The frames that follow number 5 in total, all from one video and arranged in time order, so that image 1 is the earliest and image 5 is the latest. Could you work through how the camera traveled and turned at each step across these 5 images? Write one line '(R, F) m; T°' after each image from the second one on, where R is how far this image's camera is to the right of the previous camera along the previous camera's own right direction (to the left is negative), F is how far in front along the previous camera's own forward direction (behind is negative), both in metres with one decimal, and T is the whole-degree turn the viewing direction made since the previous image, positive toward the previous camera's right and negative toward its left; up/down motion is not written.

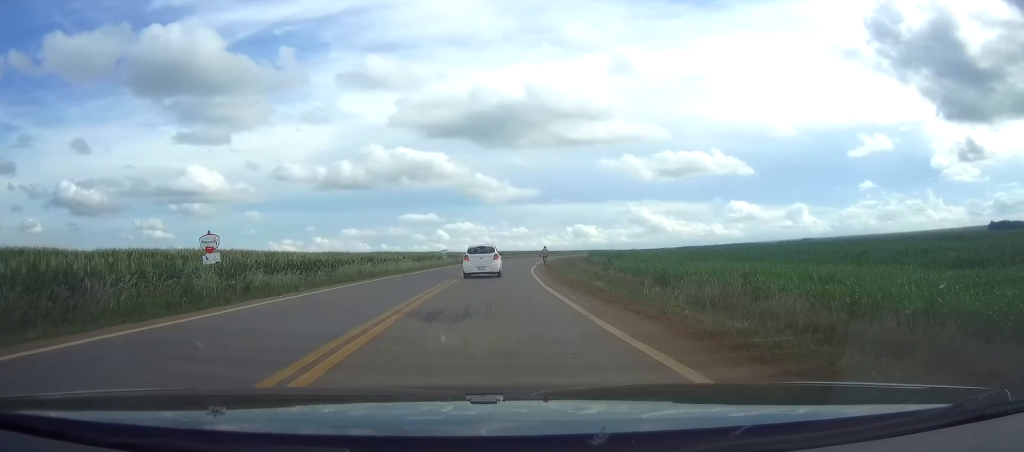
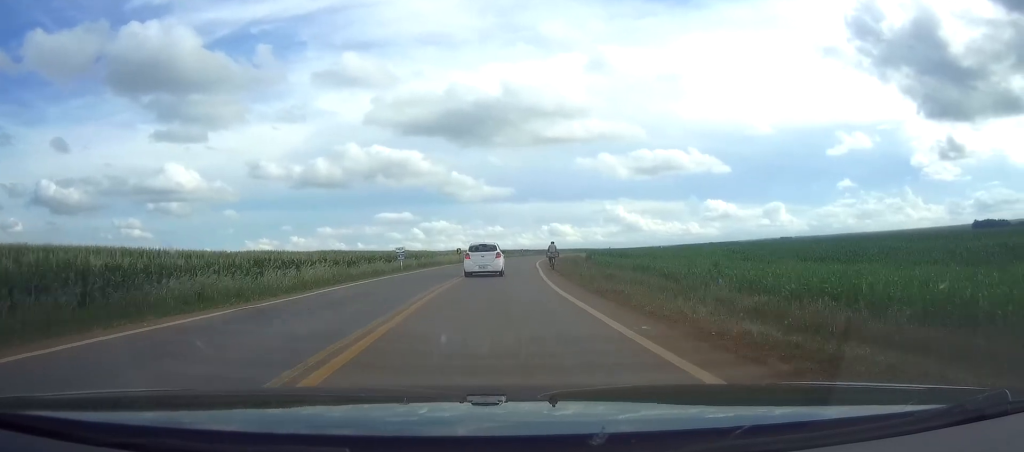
(0.0, +21.6) m; 0°
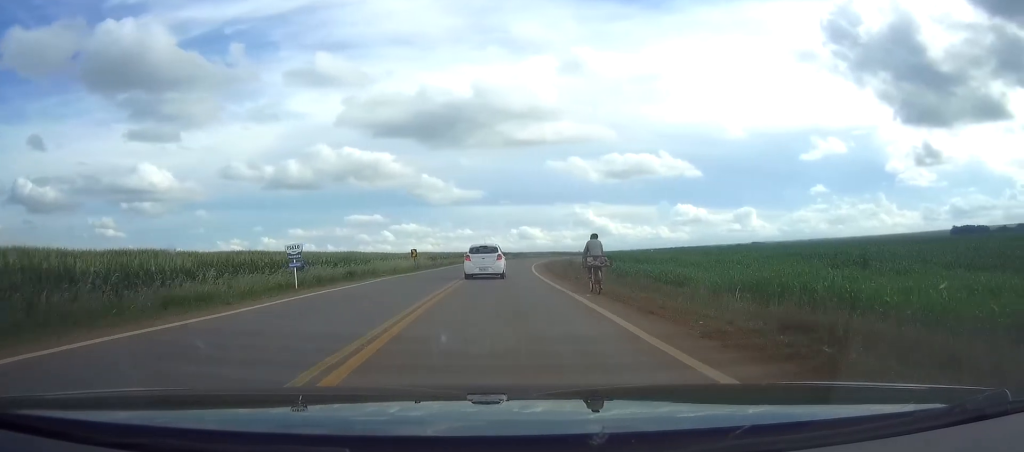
(0.0, +22.2) m; 0°
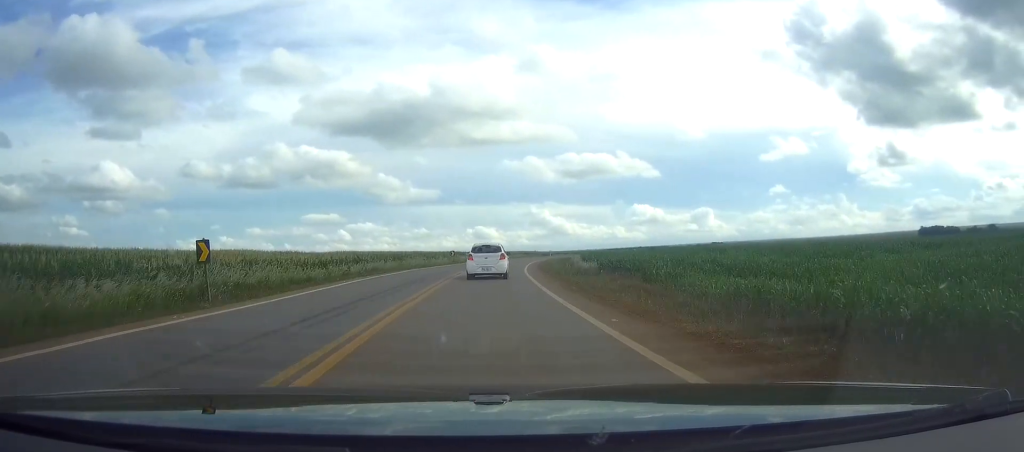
(0.0, +33.1) m; 0°
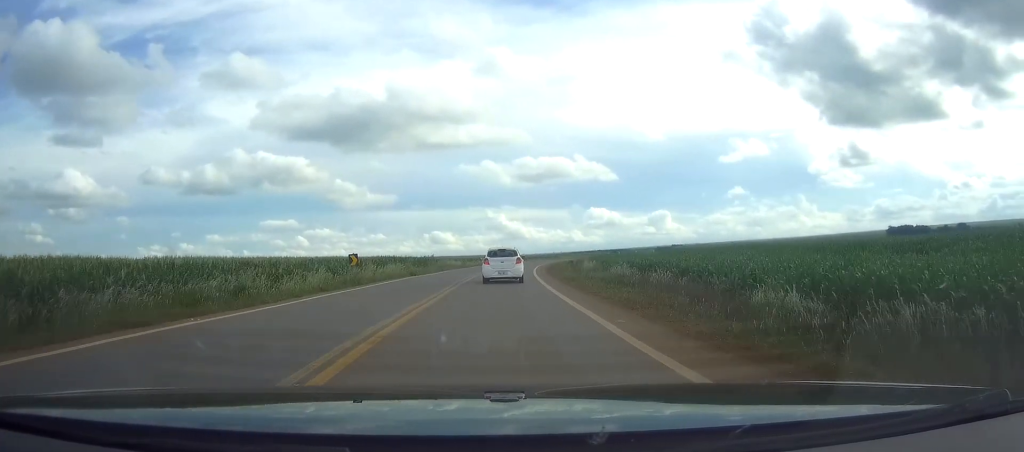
(0.0, +40.7) m; +4°
